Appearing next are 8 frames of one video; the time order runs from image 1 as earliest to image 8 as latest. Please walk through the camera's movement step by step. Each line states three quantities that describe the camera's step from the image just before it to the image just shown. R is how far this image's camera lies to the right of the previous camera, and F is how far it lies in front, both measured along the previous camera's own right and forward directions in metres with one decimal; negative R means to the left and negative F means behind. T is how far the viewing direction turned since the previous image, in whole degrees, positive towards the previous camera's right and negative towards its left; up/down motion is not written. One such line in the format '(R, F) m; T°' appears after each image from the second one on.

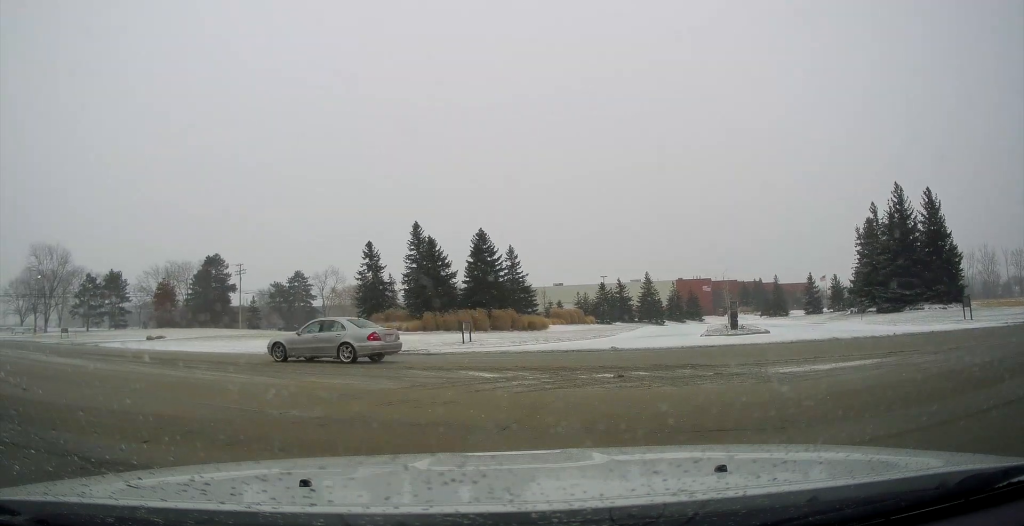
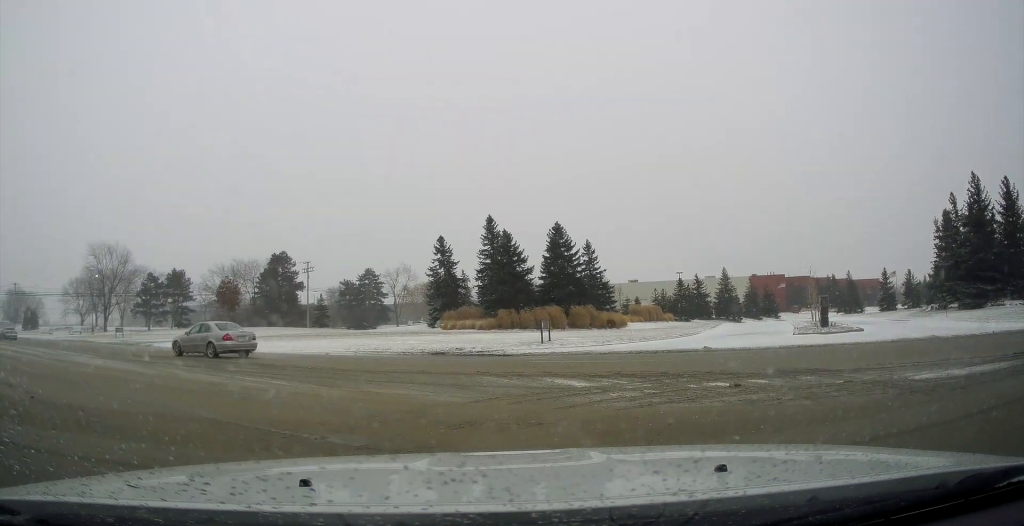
(-0.2, +2.7) m; -7°
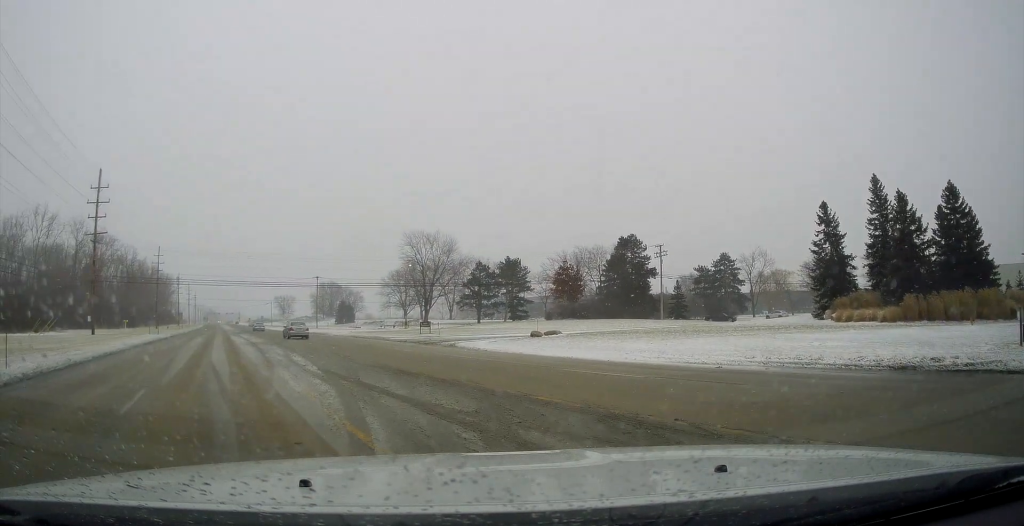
(-3.2, +11.8) m; -28°
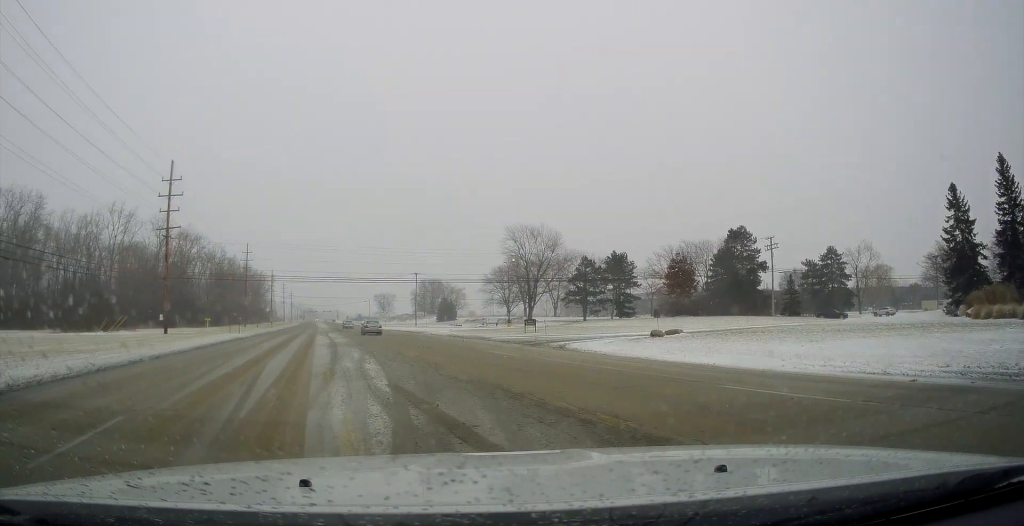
(-0.4, +4.9) m; -7°
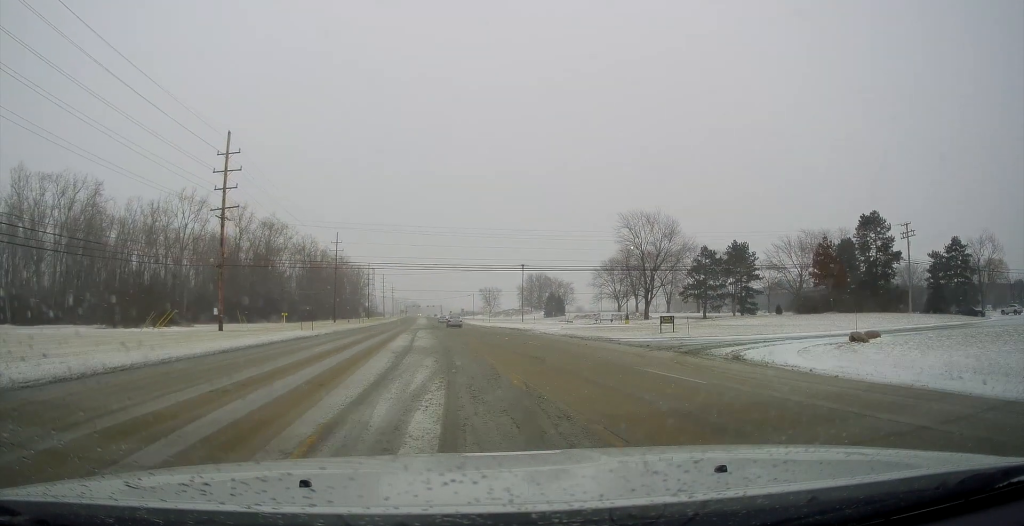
(-0.8, +11.4) m; -7°
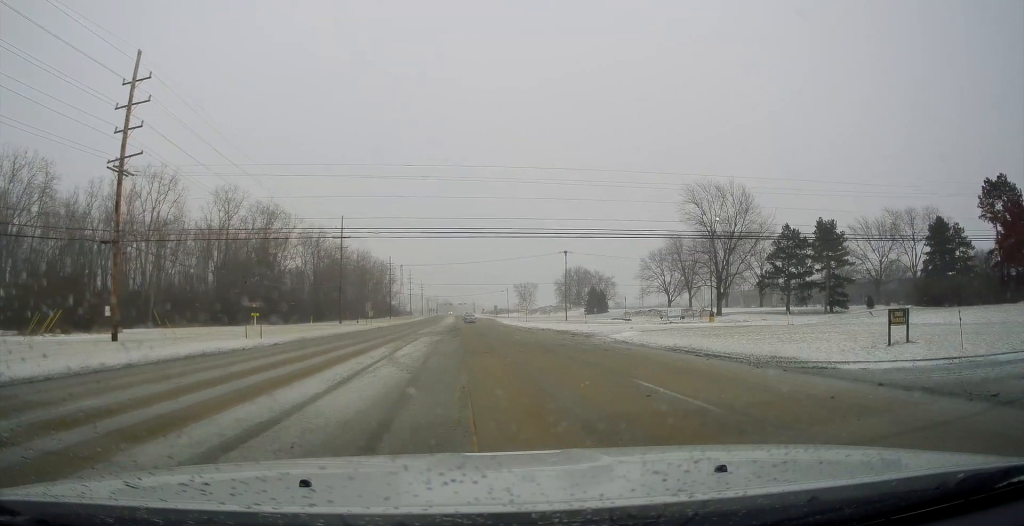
(-1.3, +22.9) m; -5°
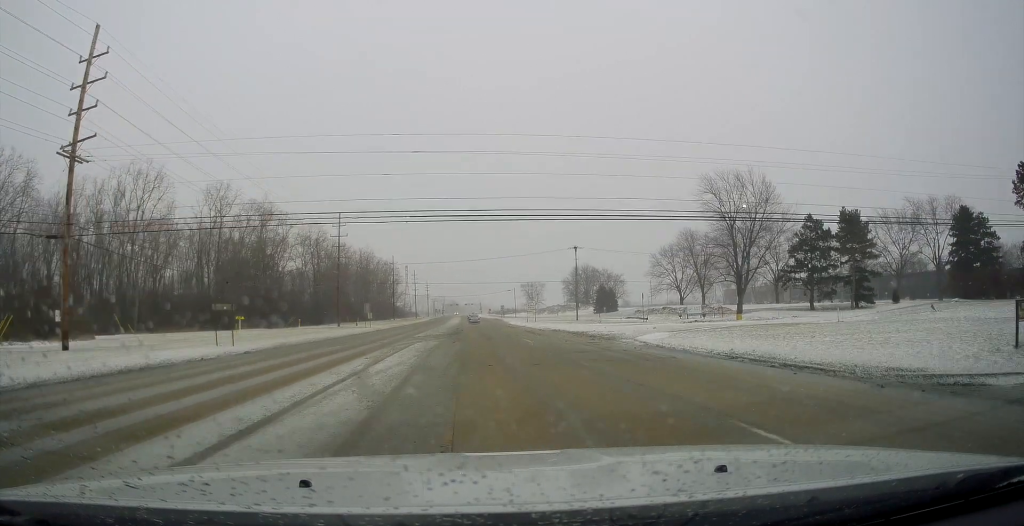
(-0.2, +5.8) m; 0°
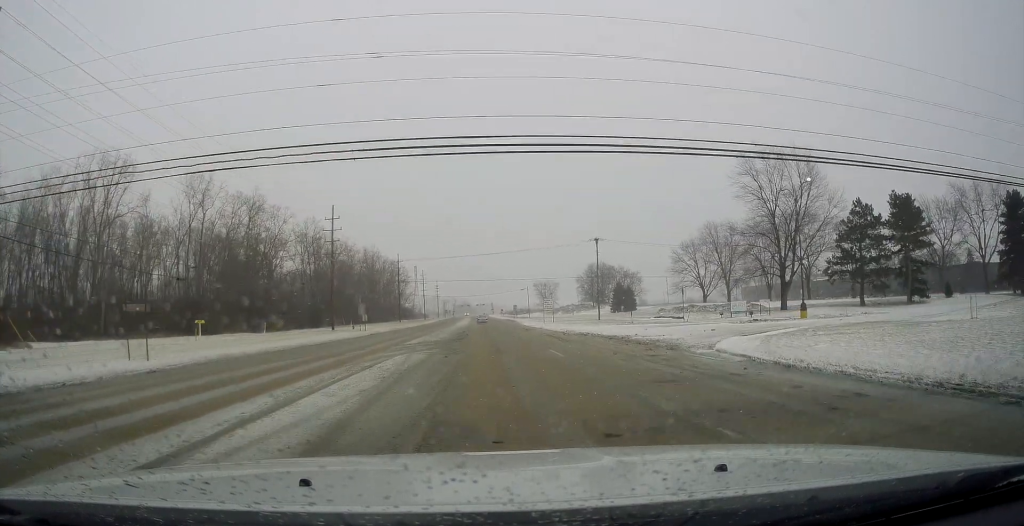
(+0.2, +11.2) m; 0°
